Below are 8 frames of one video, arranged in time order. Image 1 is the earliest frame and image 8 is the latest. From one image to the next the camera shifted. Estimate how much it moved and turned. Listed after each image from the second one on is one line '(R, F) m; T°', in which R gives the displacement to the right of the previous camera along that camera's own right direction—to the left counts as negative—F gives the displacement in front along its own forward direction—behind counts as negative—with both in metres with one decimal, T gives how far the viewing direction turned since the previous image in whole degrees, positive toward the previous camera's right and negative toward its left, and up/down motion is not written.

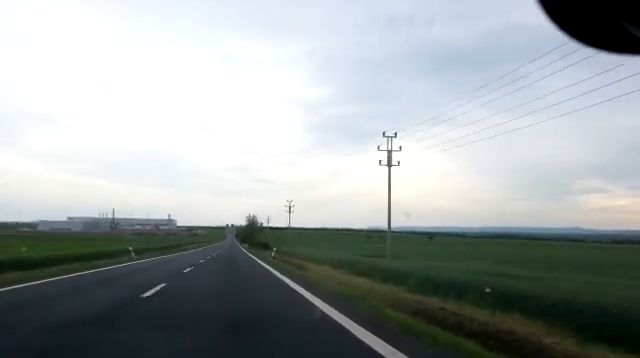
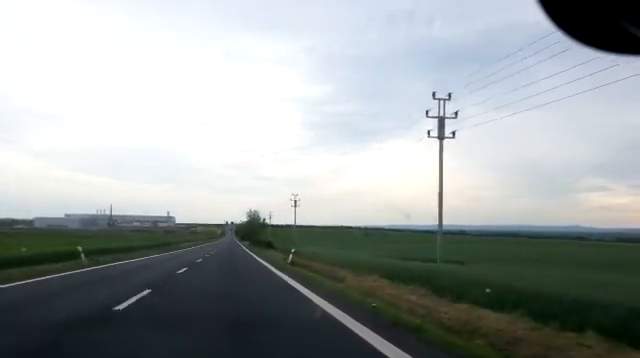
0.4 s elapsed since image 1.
(0.0, +11.4) m; 0°
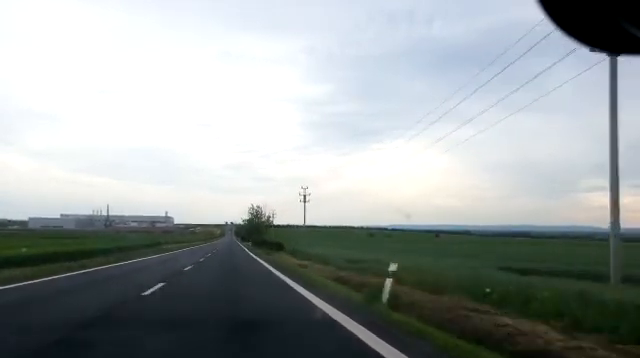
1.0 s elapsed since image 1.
(+0.1, +15.8) m; 0°
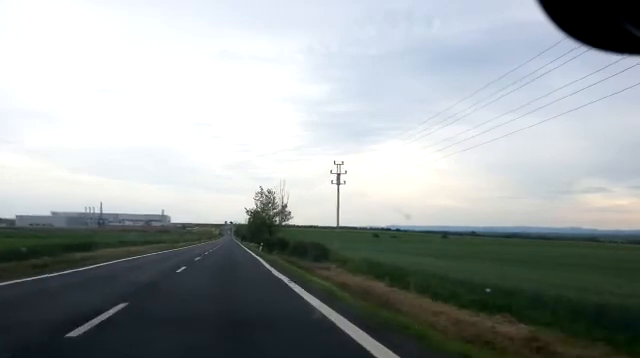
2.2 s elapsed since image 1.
(-0.3, +31.7) m; -1°
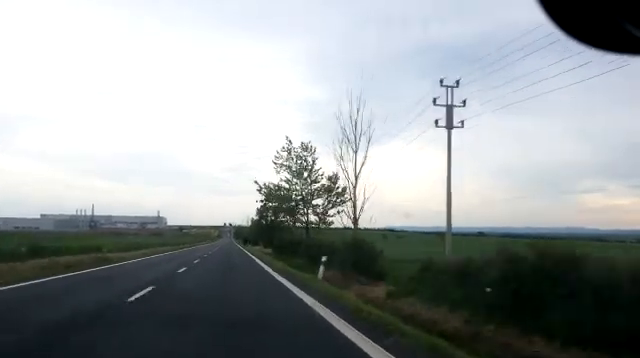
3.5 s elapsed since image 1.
(+0.1, +34.4) m; +1°
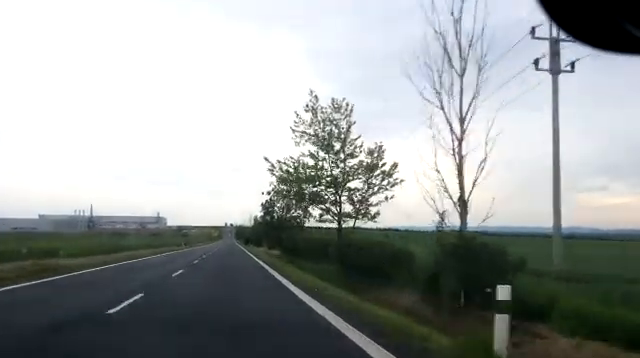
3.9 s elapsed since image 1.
(0.0, +10.6) m; 0°
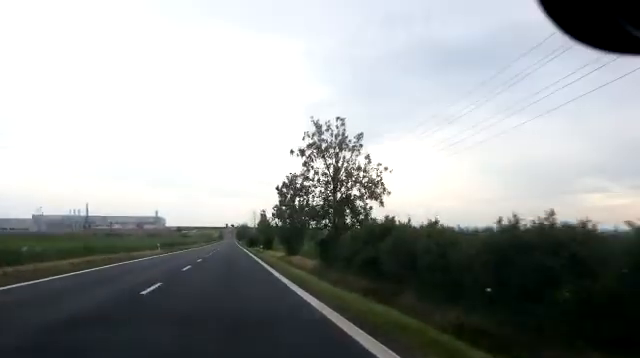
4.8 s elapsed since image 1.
(-0.1, +23.8) m; 0°
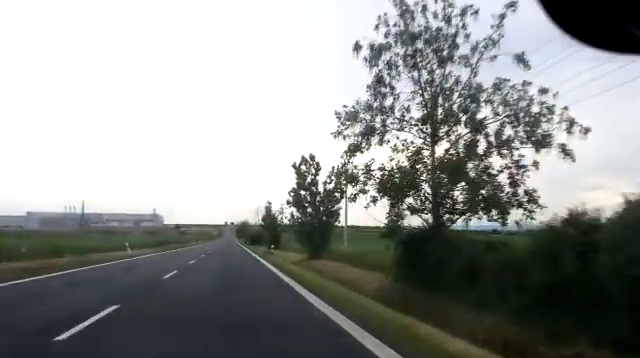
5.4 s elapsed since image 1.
(-0.2, +14.1) m; 0°
